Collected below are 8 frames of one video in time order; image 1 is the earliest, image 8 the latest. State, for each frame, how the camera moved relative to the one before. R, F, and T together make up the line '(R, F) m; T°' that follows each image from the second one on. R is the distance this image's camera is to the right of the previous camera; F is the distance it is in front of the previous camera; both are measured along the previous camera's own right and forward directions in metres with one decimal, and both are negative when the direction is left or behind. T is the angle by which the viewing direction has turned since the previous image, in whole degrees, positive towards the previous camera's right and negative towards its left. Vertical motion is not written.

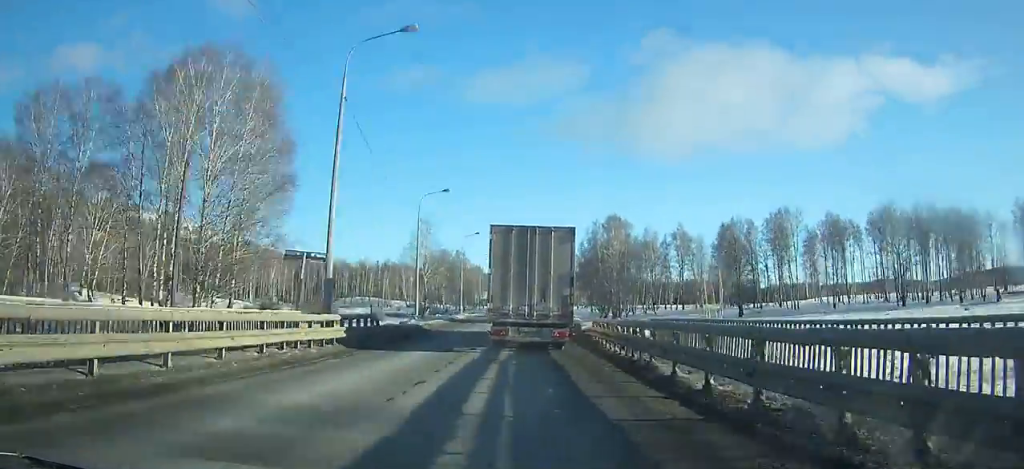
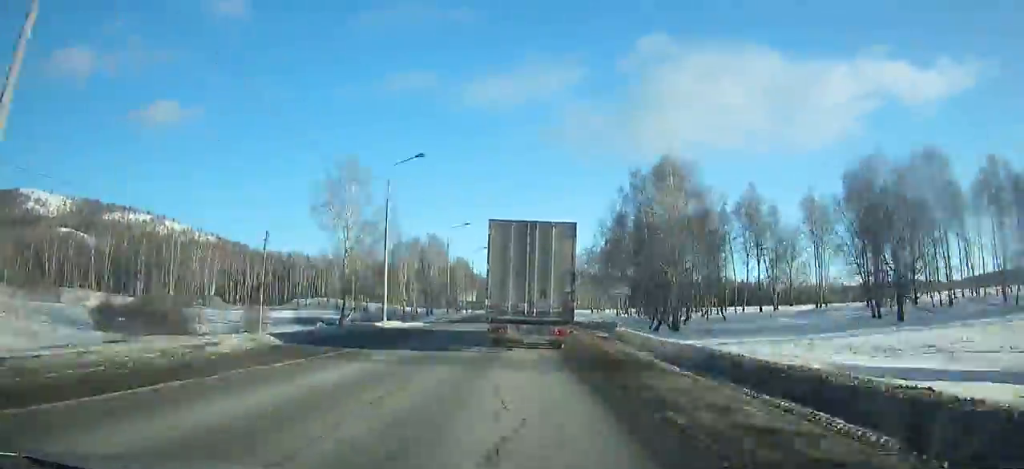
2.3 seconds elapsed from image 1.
(0.0, +46.4) m; 0°
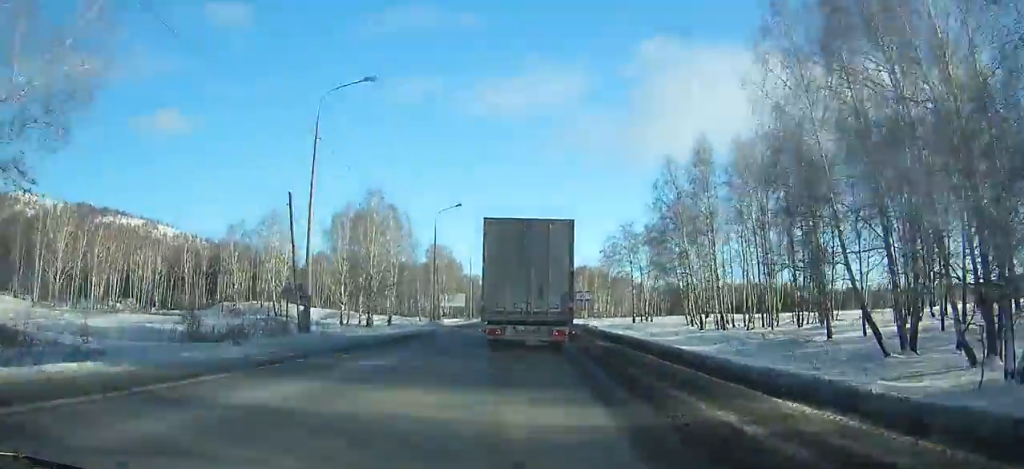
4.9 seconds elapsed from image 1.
(-0.2, +52.0) m; 0°
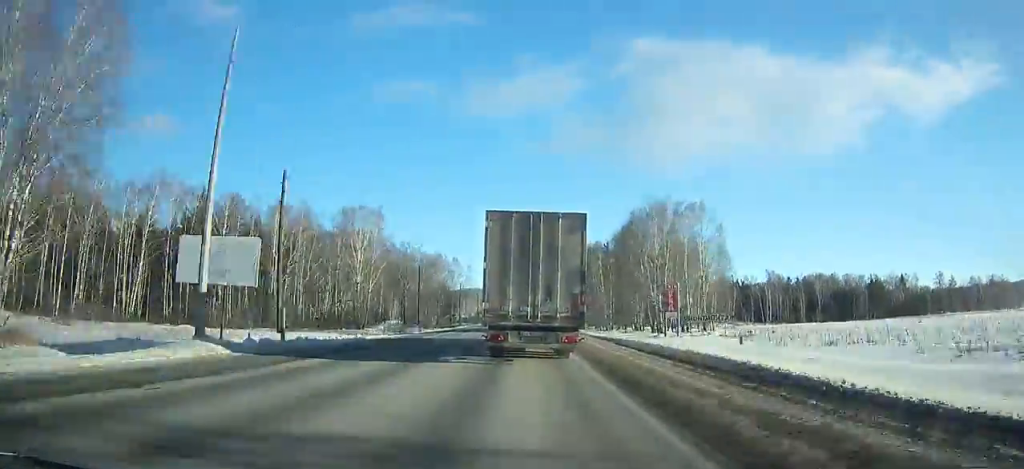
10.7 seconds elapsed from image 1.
(+0.4, +113.2) m; 0°
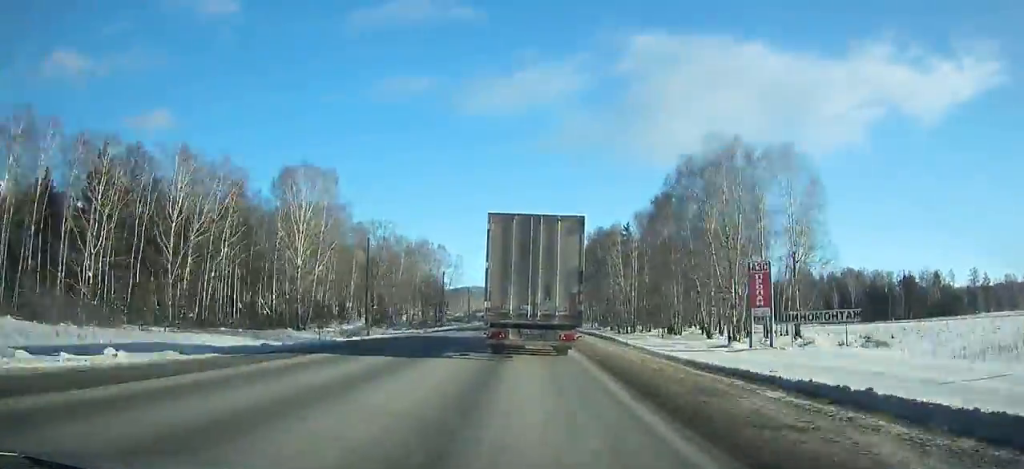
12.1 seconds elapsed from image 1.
(0.0, +26.7) m; 0°
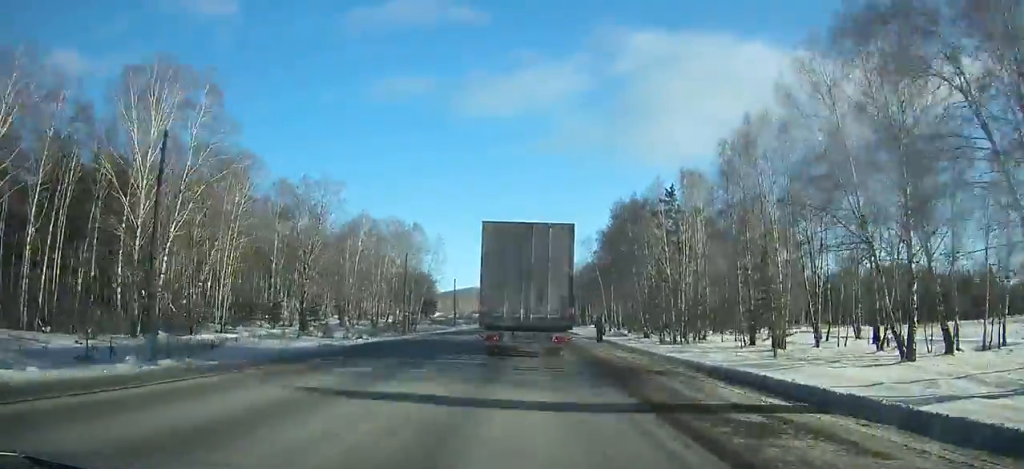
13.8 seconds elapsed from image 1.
(0.0, +32.5) m; 0°
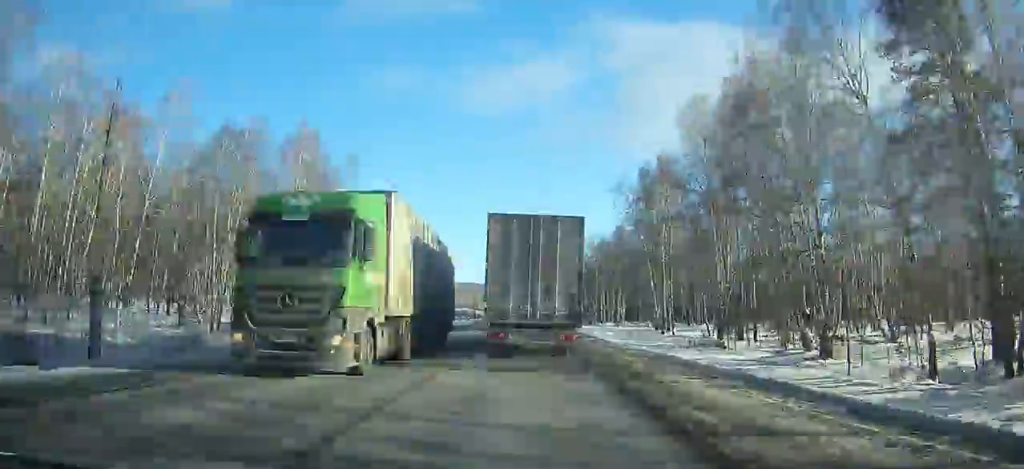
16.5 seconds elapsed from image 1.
(+0.2, +51.4) m; 0°
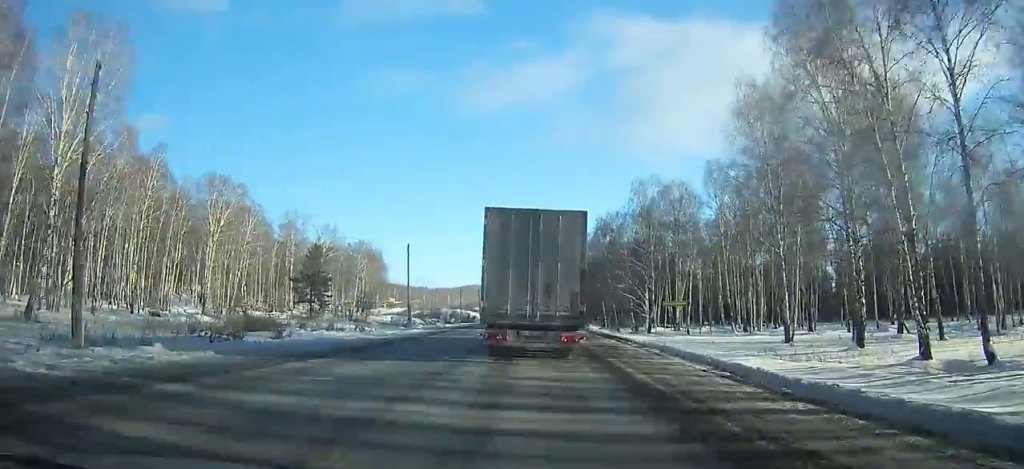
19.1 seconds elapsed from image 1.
(-0.2, +49.6) m; 0°
